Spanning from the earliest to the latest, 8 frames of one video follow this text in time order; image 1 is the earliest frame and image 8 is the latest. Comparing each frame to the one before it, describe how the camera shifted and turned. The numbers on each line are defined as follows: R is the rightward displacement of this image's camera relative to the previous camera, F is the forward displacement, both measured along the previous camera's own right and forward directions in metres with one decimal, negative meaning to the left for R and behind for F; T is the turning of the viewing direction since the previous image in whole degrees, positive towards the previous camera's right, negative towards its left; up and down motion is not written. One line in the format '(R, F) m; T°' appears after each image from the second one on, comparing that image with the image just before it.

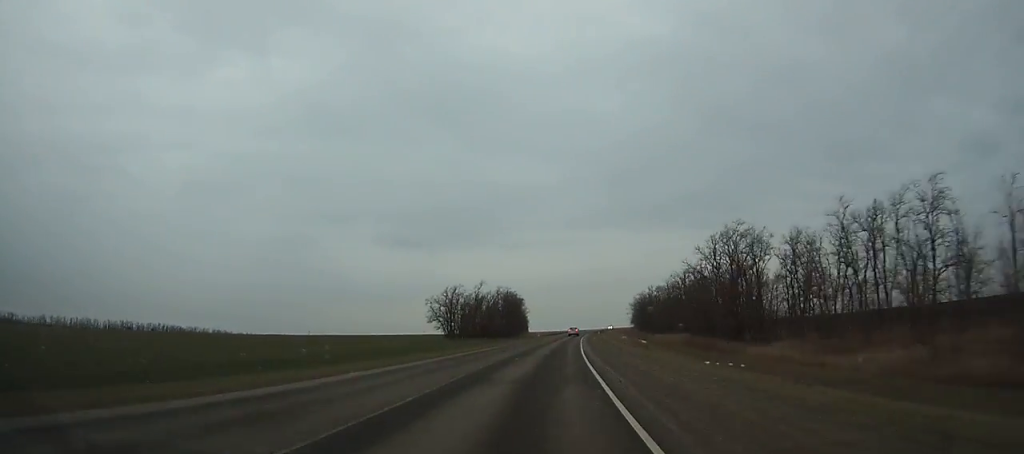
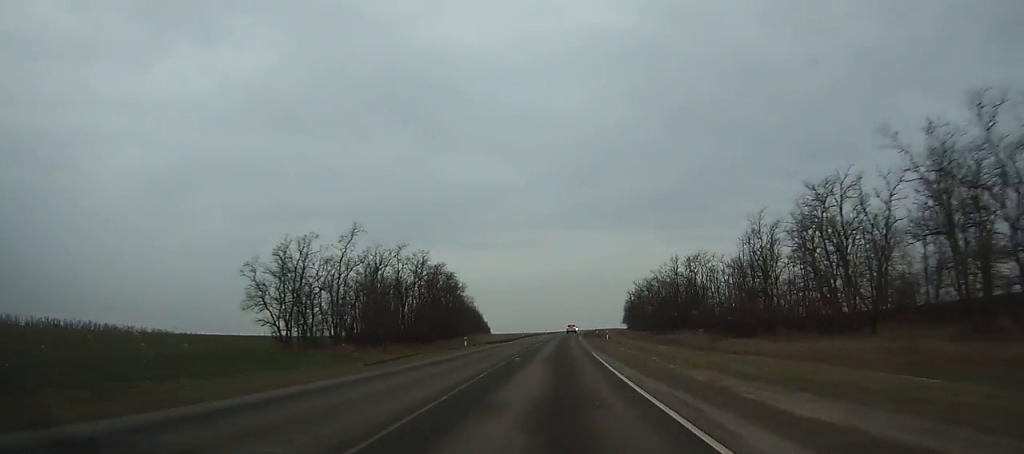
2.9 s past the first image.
(+1.6, +77.1) m; +3°
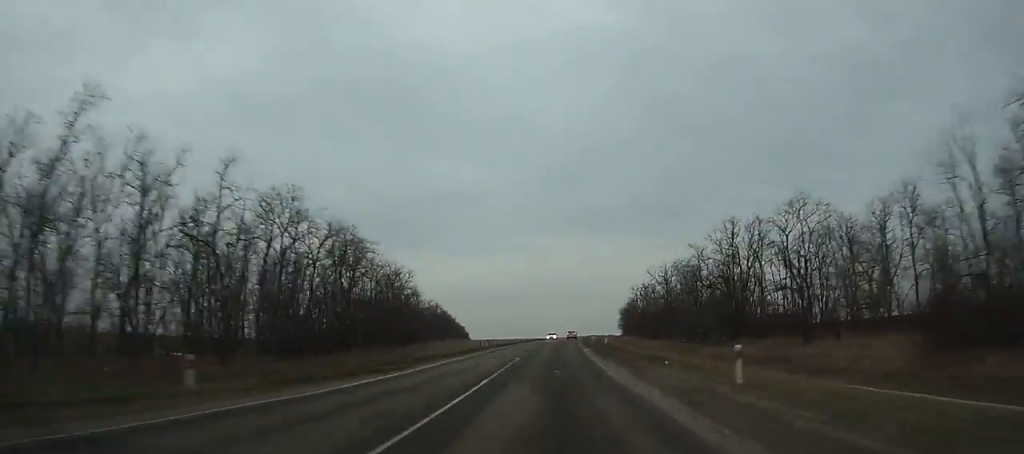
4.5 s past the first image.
(+0.8, +42.3) m; +1°
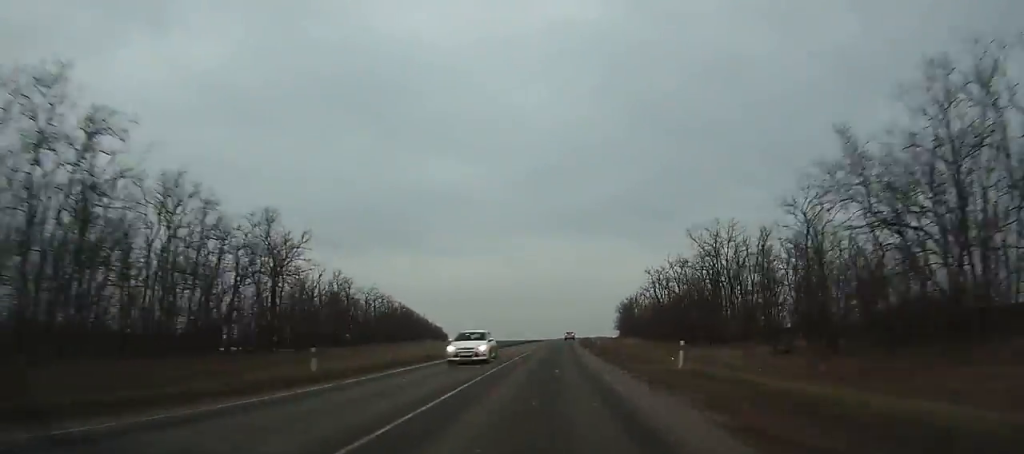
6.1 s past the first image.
(+0.5, +41.9) m; +1°
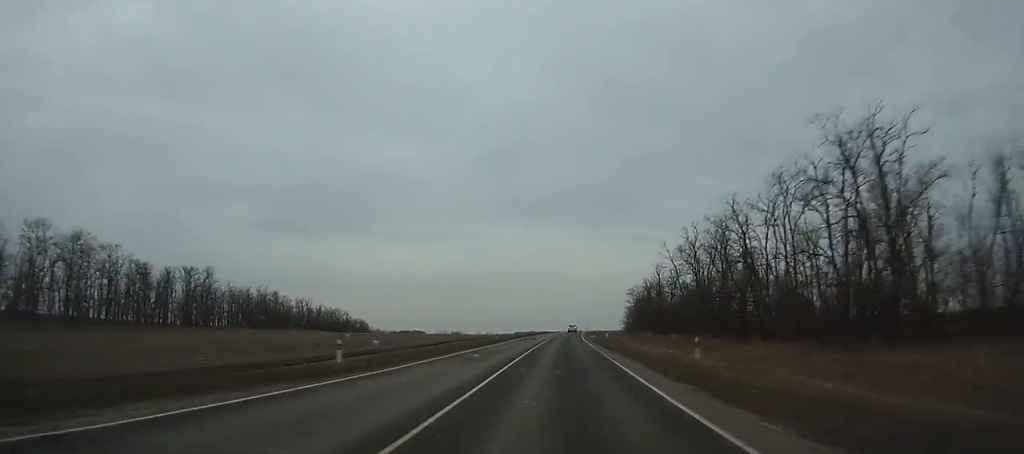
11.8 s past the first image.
(+4.4, +146.8) m; +4°
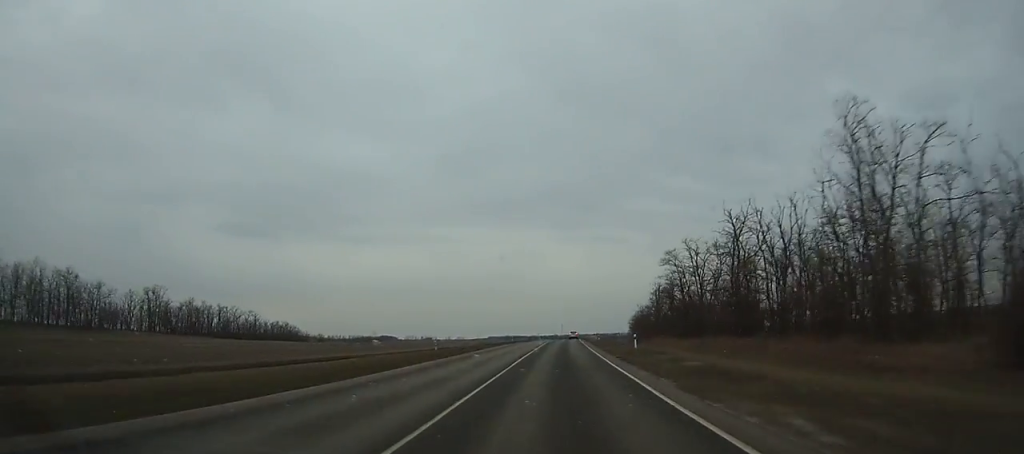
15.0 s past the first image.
(+1.9, +80.8) m; +3°
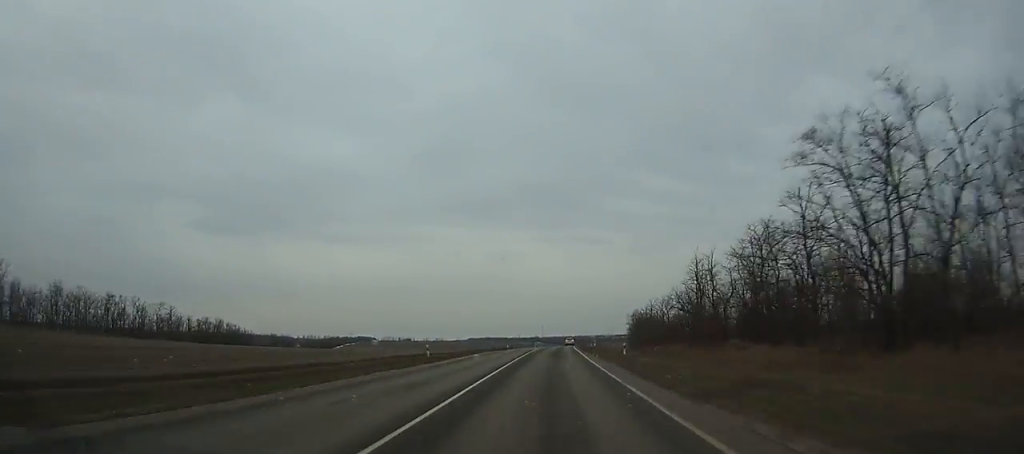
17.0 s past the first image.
(+0.6, +50.4) m; +1°
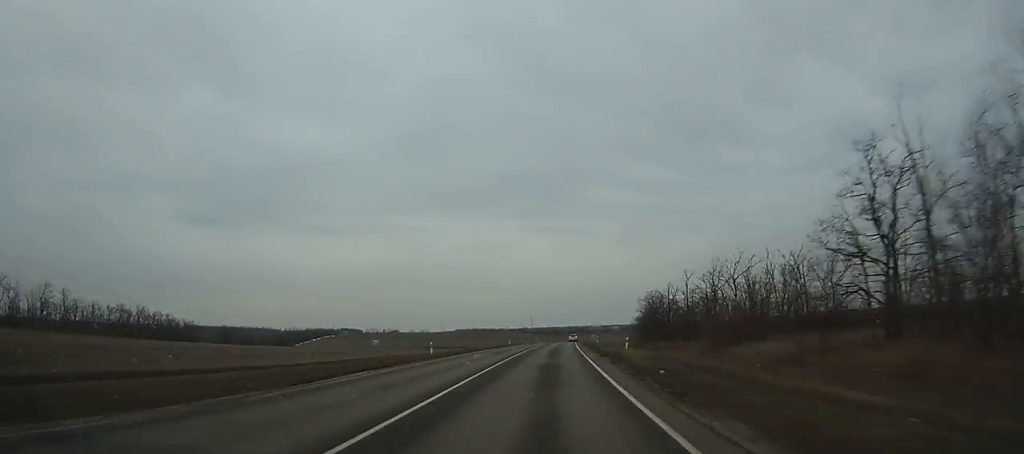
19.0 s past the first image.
(+0.7, +50.5) m; +1°
